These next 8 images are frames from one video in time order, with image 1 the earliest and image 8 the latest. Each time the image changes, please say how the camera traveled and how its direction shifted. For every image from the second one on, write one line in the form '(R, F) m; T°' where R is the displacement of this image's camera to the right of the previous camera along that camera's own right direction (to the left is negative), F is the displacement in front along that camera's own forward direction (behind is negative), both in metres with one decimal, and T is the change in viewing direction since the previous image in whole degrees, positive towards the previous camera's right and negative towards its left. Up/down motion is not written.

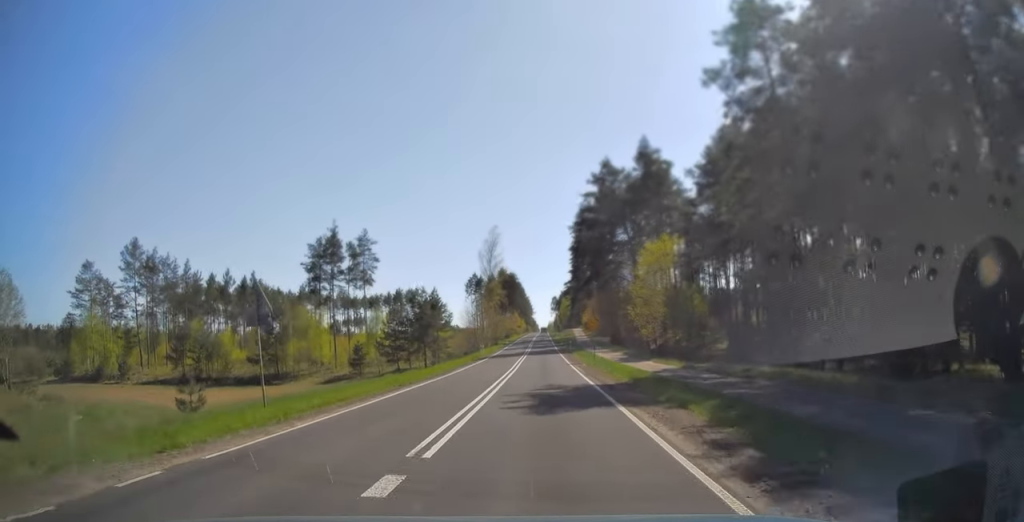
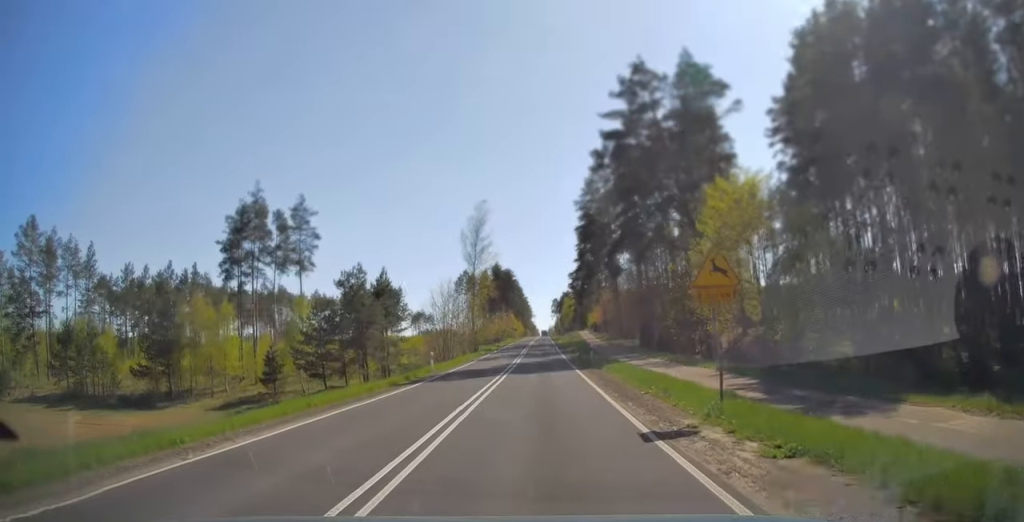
(+0.1, +26.2) m; 0°
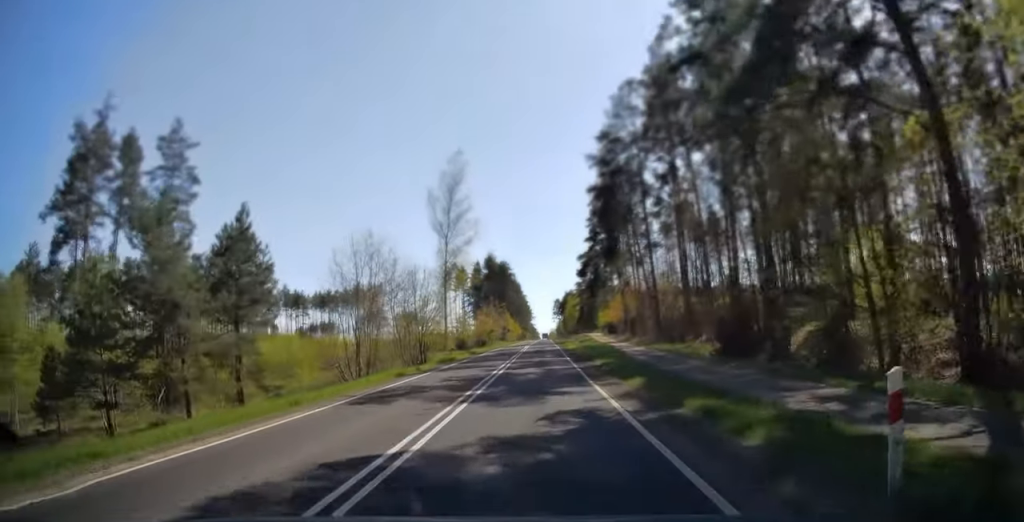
(-0.2, +27.7) m; 0°
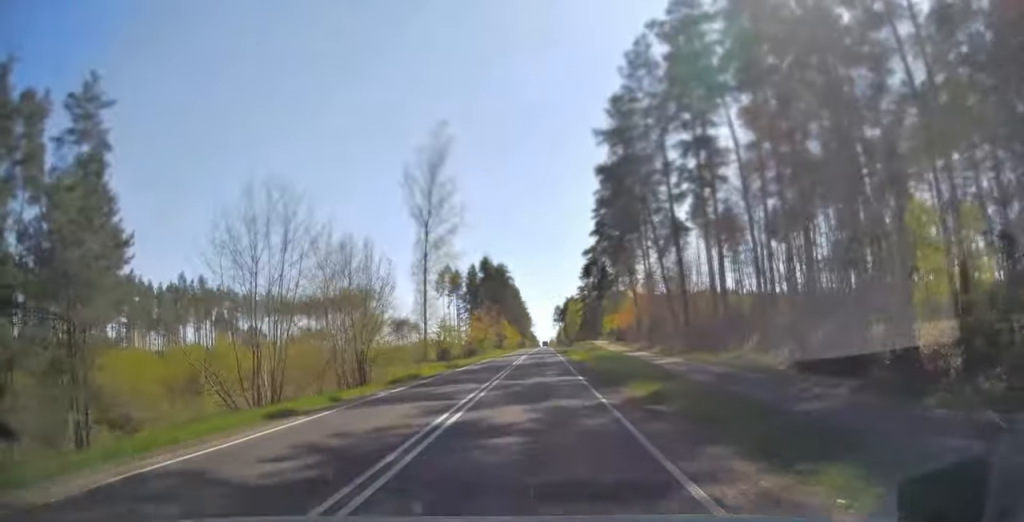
(+0.1, +11.8) m; 0°
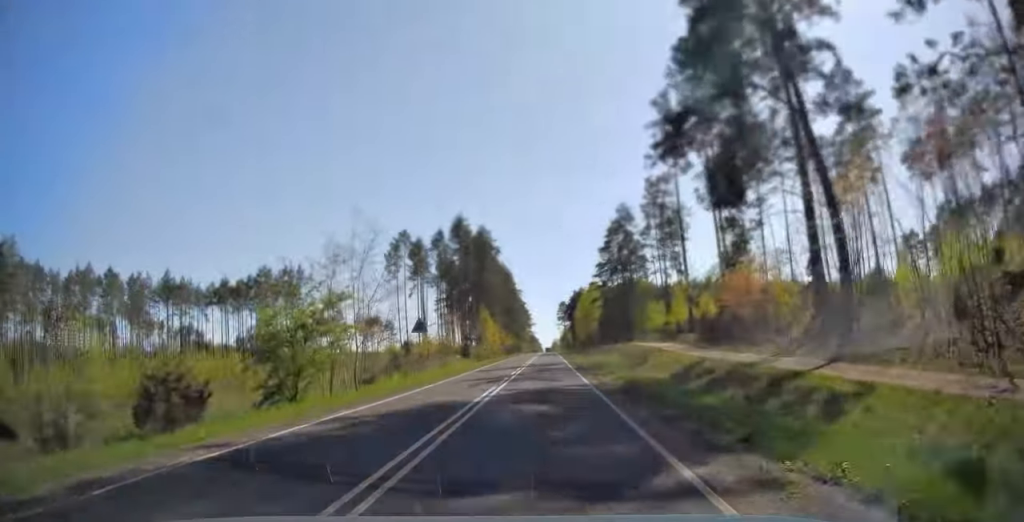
(0.0, +53.6) m; 0°
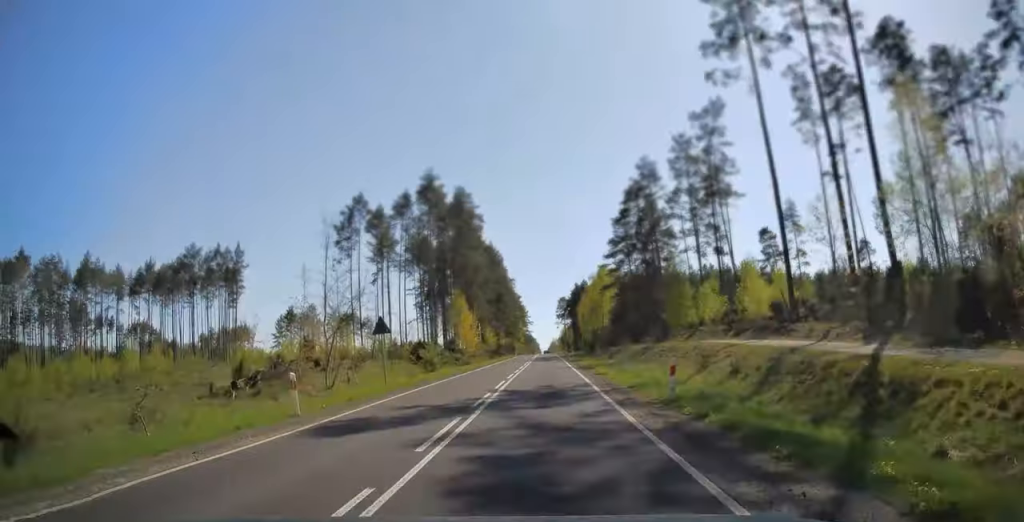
(0.0, +26.2) m; 0°
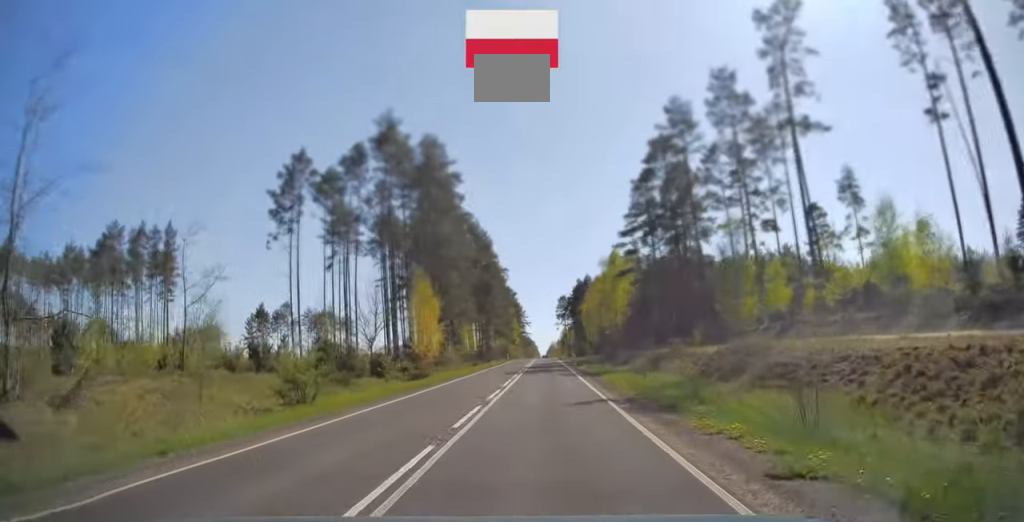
(0.0, +20.7) m; 0°
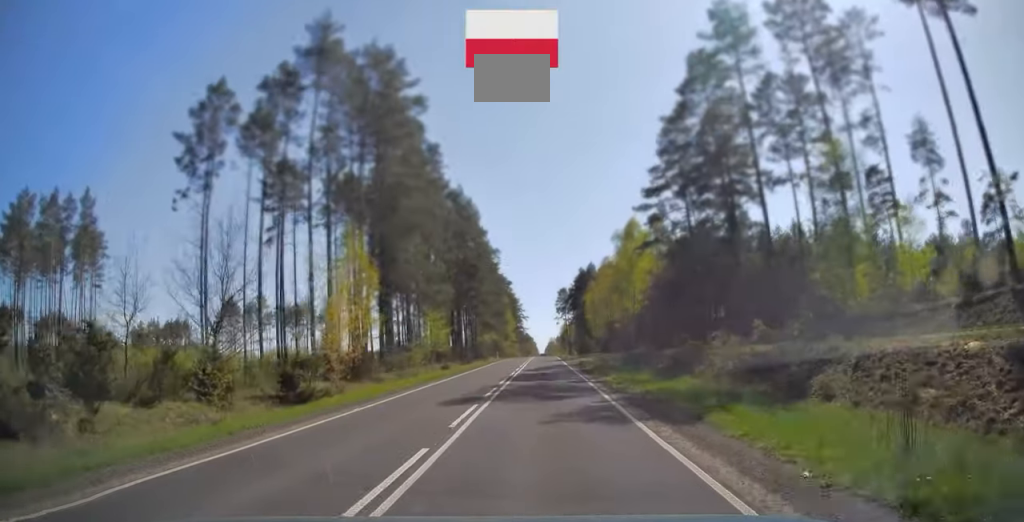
(0.0, +18.0) m; 0°
